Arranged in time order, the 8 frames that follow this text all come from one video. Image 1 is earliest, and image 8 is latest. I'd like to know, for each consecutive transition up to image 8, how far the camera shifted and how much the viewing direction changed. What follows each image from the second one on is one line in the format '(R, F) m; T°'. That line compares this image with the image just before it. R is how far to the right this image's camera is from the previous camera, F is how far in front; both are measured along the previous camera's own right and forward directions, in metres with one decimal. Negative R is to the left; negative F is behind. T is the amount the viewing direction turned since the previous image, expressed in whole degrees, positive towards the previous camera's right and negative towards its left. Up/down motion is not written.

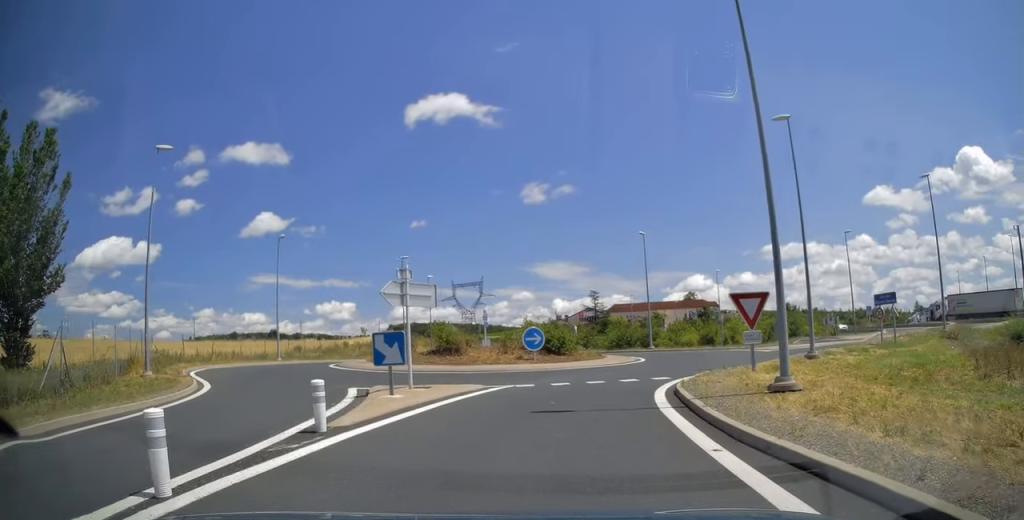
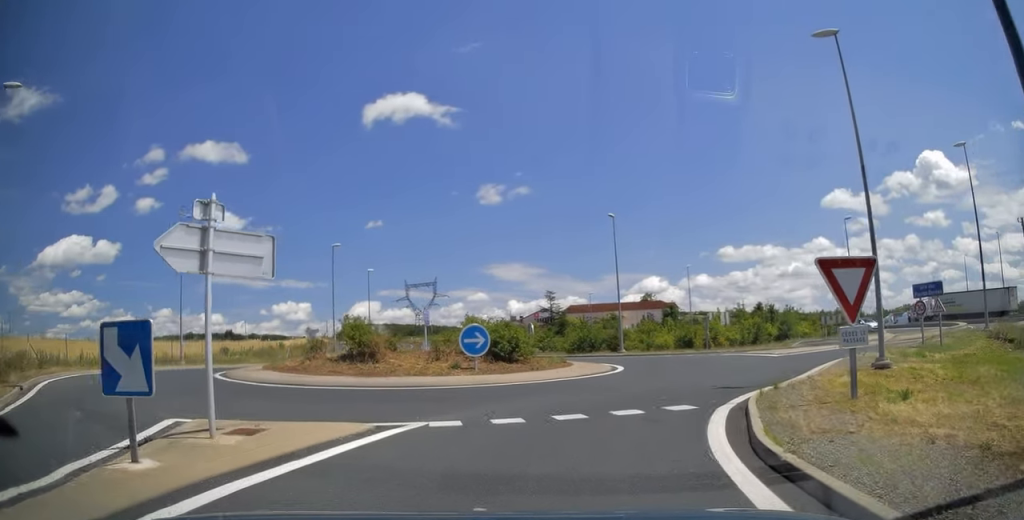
(+0.5, +8.7) m; +5°
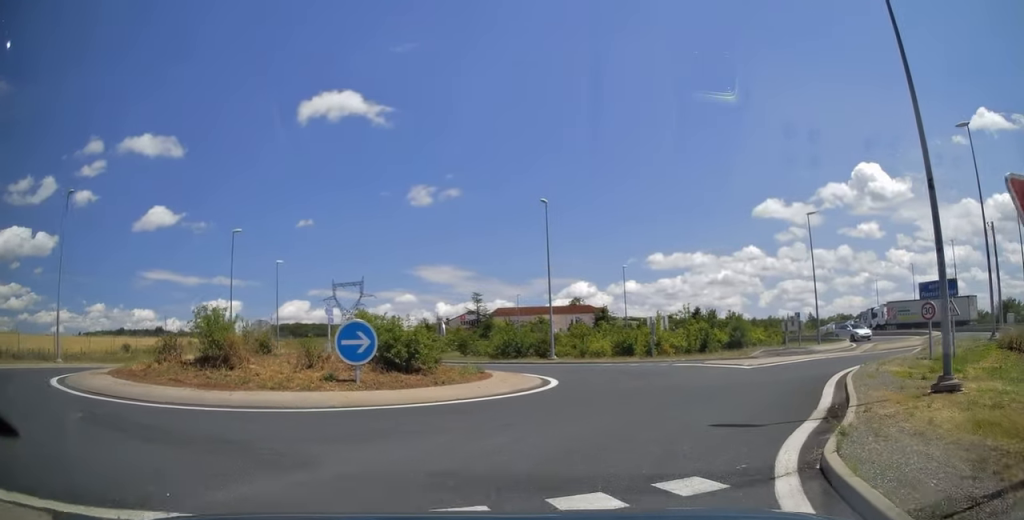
(-0.1, +6.3) m; +5°
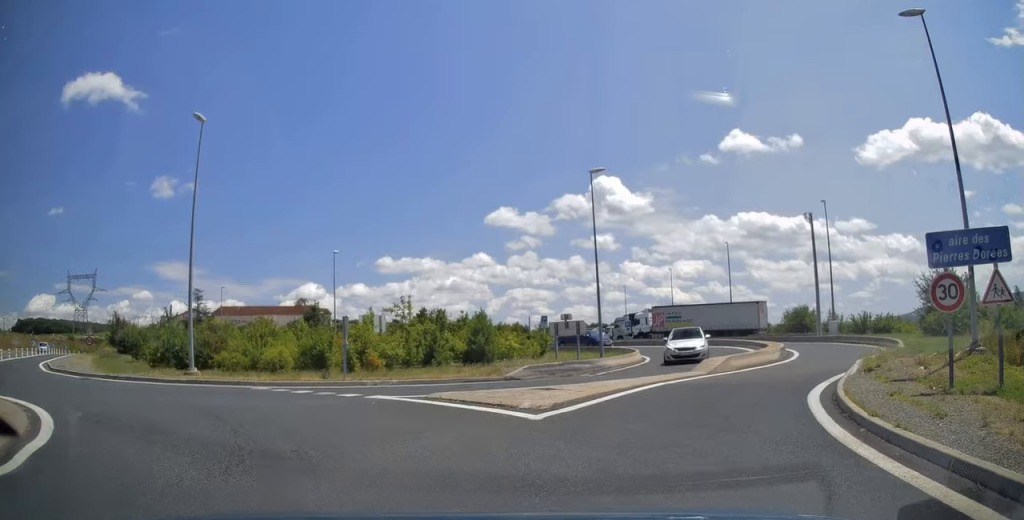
(+3.4, +14.8) m; +24°
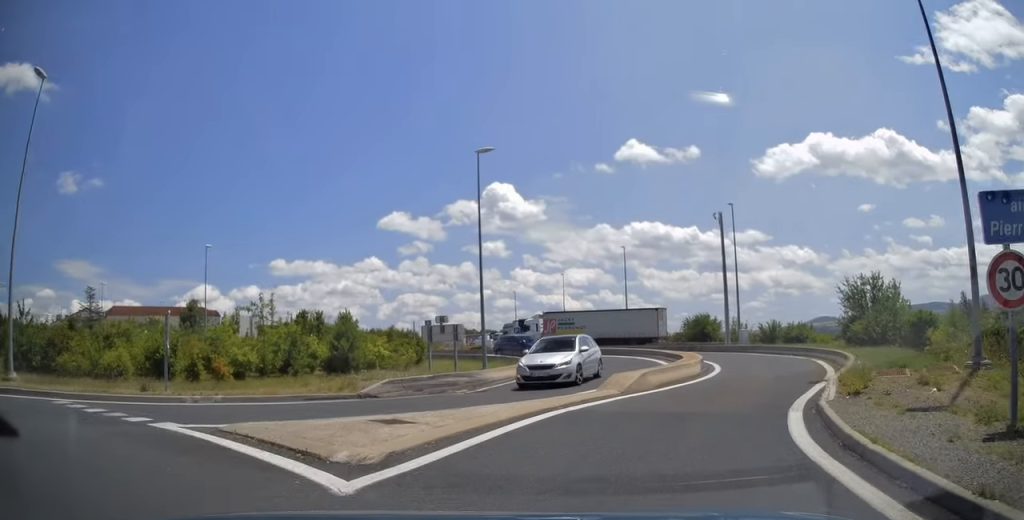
(+0.2, +4.7) m; +8°
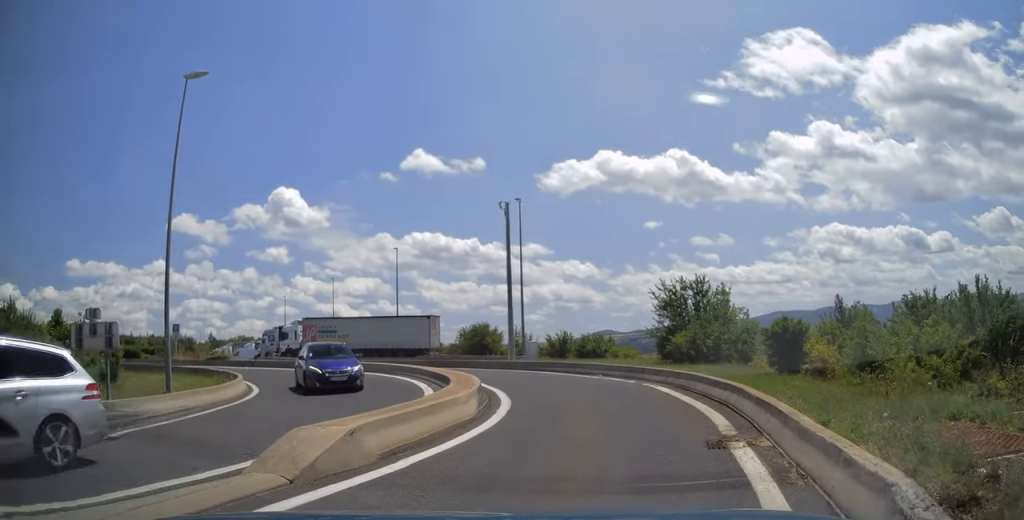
(+1.3, +8.6) m; +19°
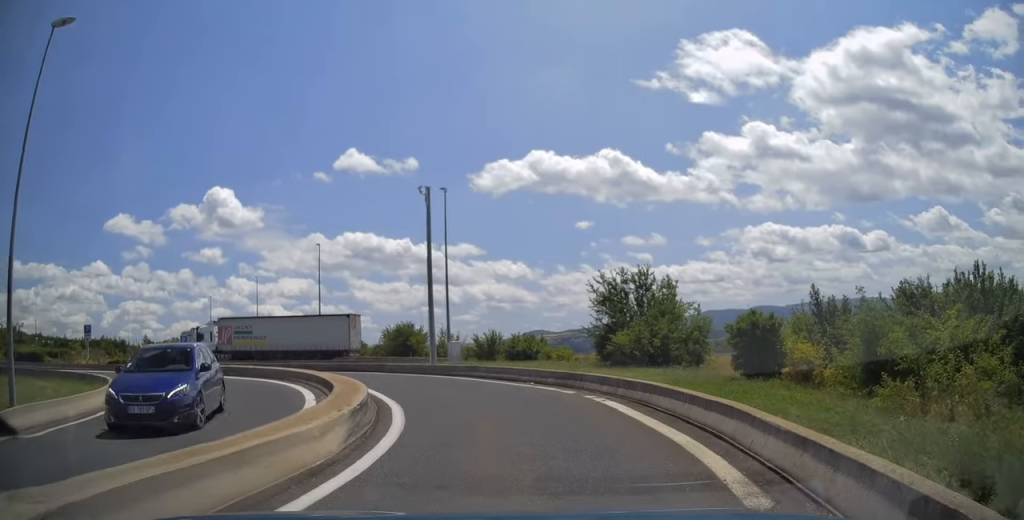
(+0.5, +4.1) m; +5°
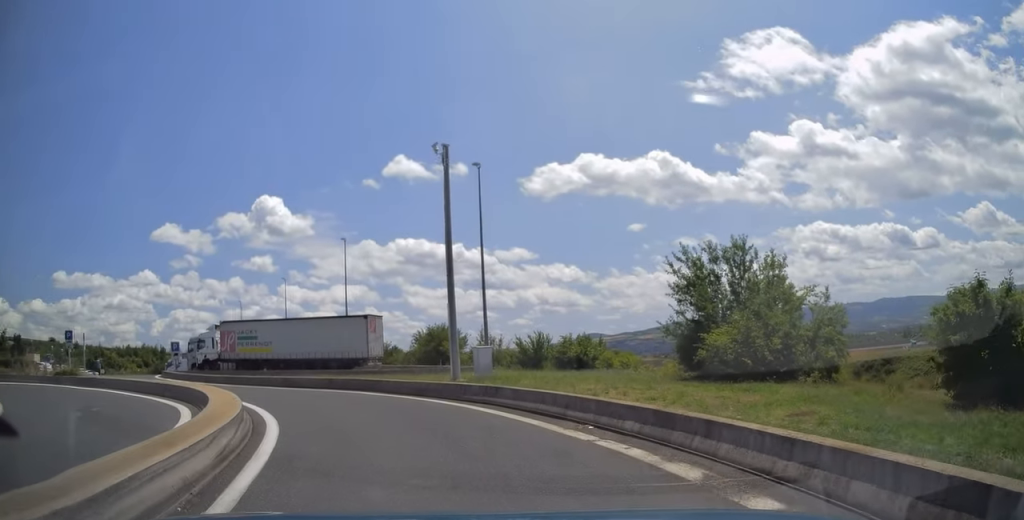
(+0.6, +9.2) m; 0°
